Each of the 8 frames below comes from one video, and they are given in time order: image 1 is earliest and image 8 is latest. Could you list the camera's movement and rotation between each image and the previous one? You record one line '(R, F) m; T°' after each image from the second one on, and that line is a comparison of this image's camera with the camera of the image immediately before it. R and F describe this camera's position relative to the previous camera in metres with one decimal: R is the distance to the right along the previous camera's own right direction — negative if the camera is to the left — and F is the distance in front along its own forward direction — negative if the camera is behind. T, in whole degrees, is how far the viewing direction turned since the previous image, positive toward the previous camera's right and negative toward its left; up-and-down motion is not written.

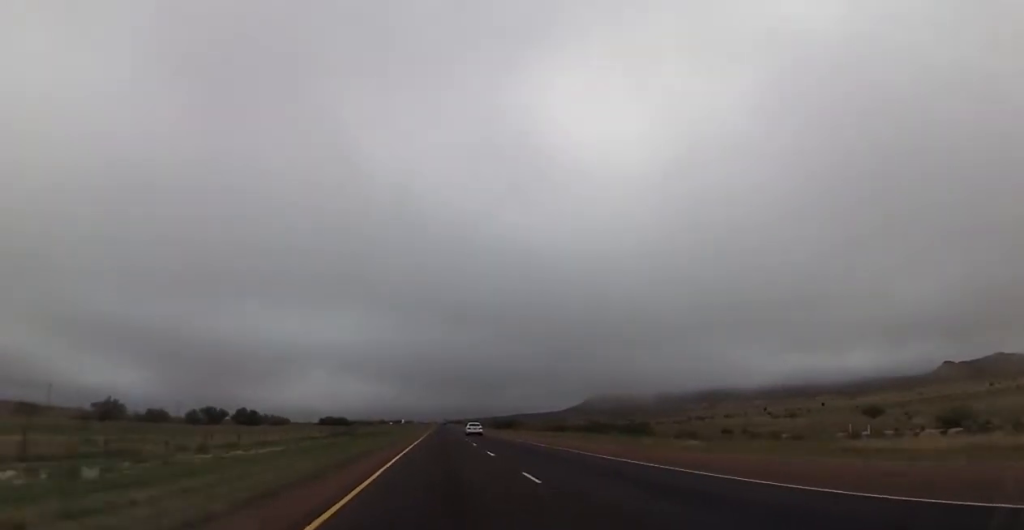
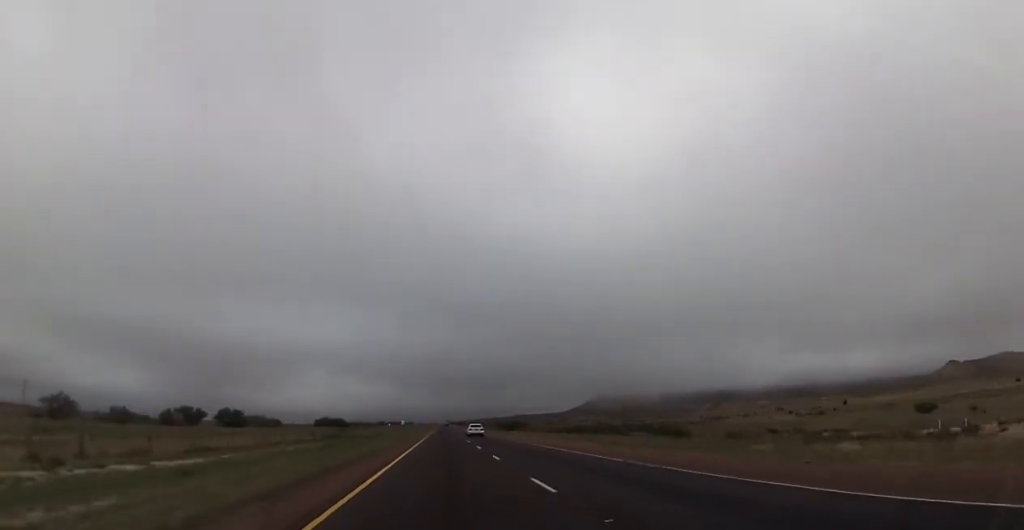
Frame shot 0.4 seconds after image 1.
(0.0, +14.3) m; 0°
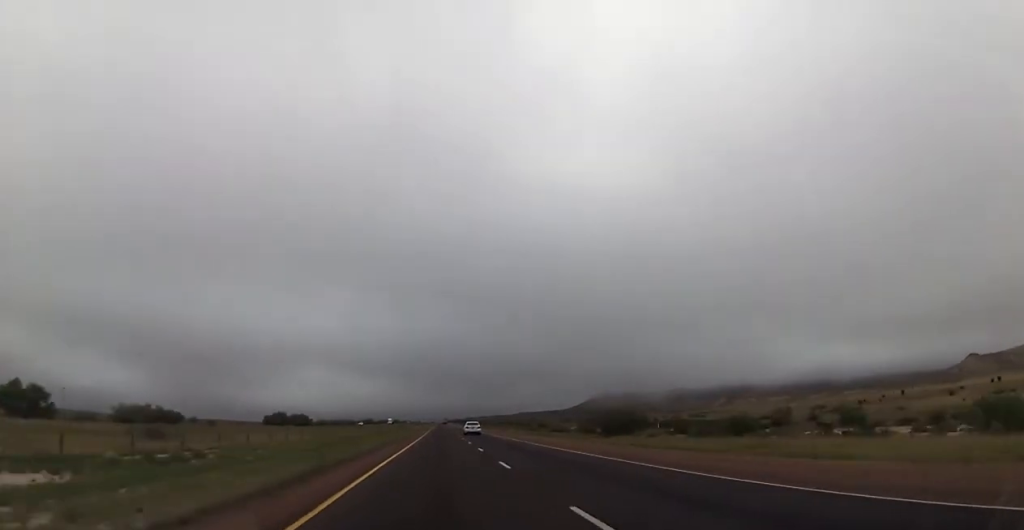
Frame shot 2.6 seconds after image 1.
(-0.1, +80.5) m; 0°
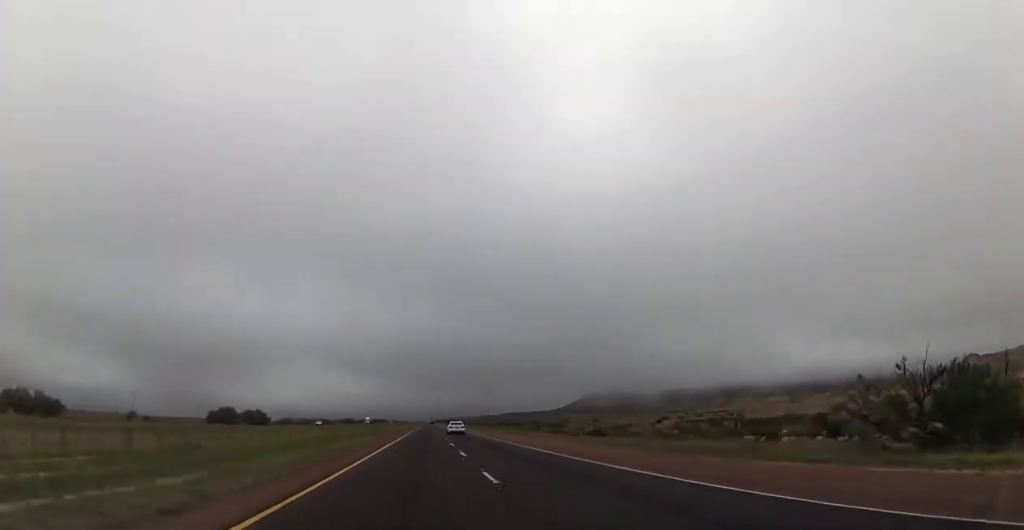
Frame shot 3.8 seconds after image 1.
(0.0, +40.9) m; 0°
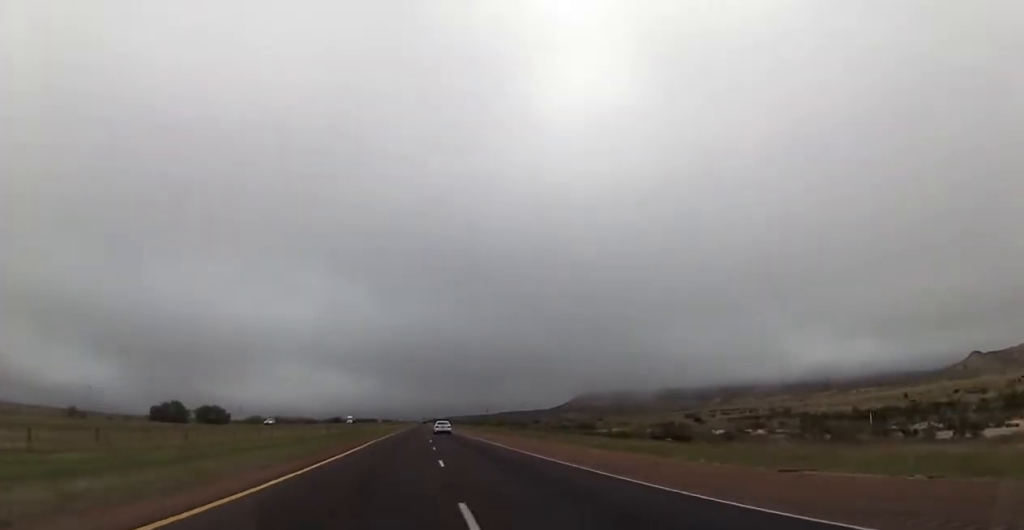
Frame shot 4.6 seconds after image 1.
(0.0, +31.3) m; +1°
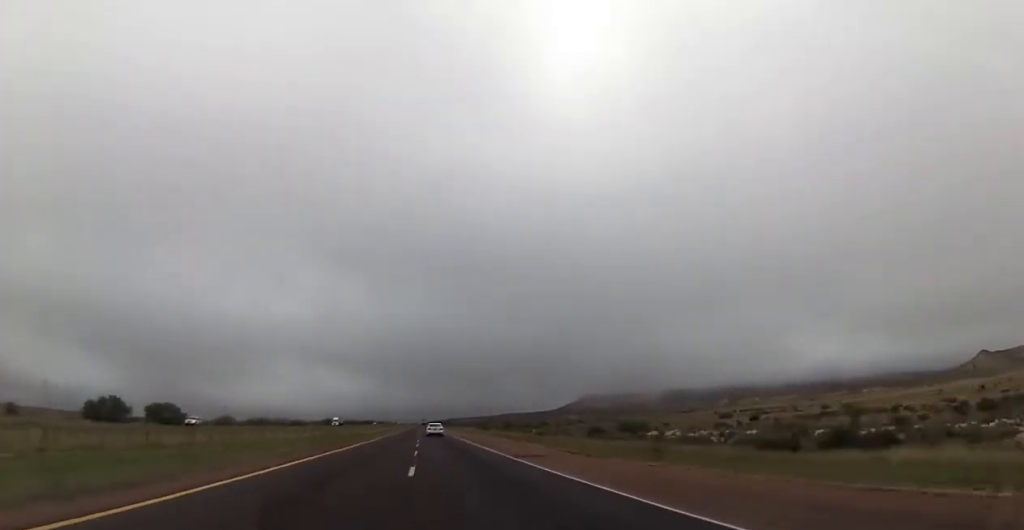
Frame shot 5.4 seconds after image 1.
(+0.2, +27.7) m; +1°
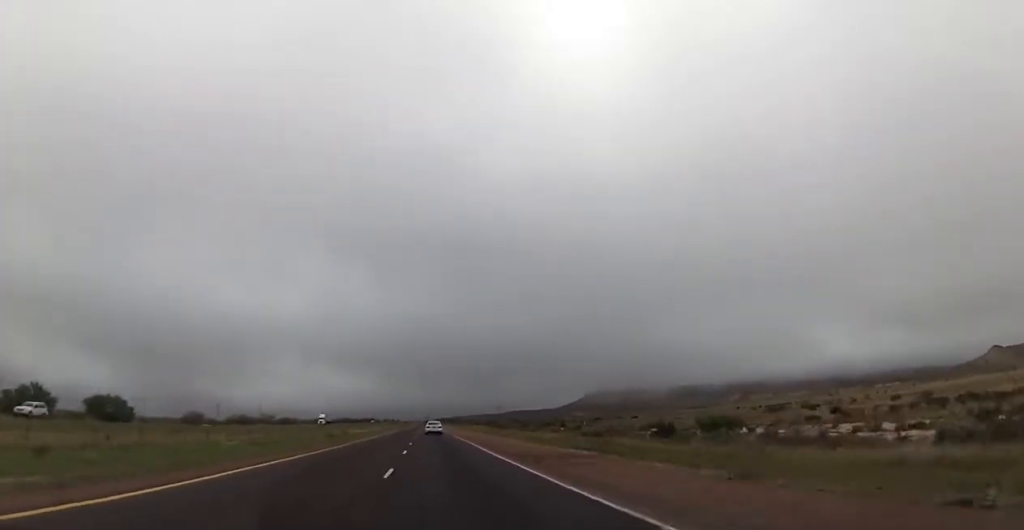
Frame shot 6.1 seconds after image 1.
(+0.2, +25.3) m; 0°
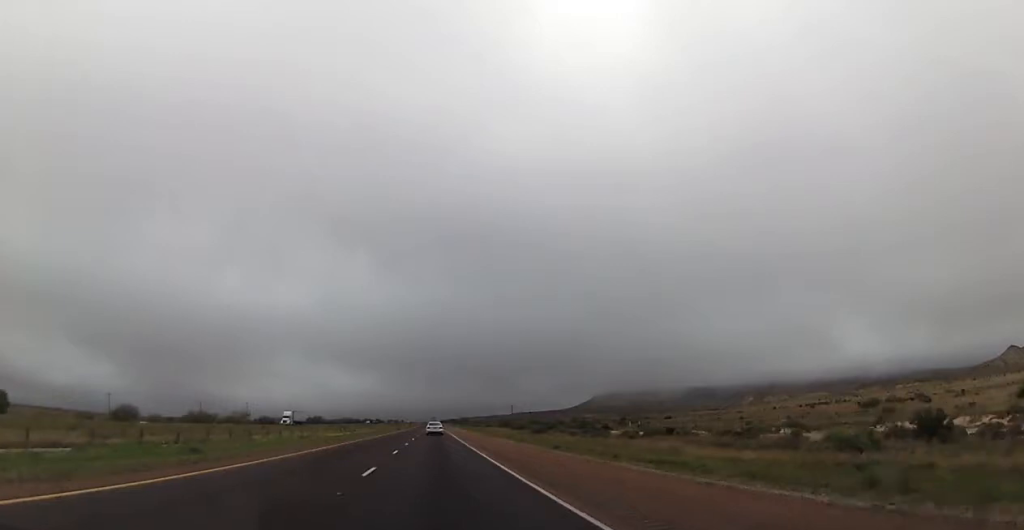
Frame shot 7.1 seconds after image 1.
(0.0, +36.2) m; -1°
